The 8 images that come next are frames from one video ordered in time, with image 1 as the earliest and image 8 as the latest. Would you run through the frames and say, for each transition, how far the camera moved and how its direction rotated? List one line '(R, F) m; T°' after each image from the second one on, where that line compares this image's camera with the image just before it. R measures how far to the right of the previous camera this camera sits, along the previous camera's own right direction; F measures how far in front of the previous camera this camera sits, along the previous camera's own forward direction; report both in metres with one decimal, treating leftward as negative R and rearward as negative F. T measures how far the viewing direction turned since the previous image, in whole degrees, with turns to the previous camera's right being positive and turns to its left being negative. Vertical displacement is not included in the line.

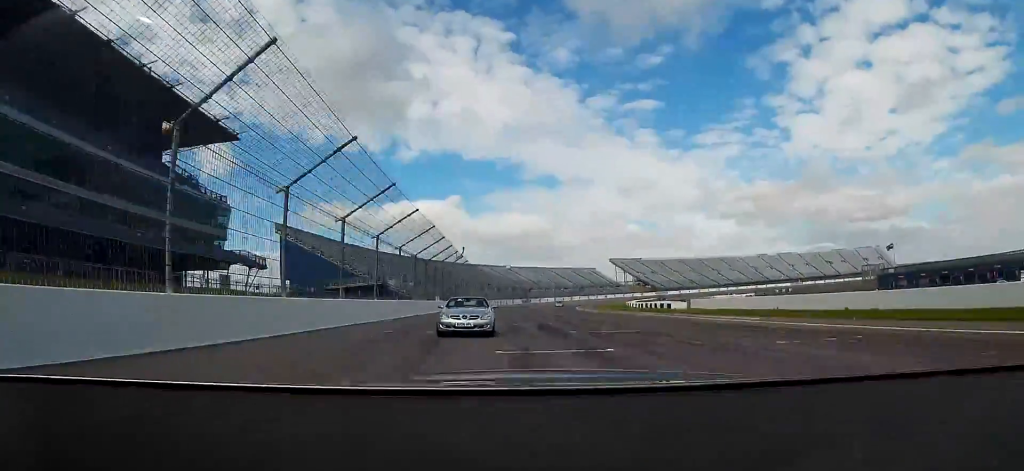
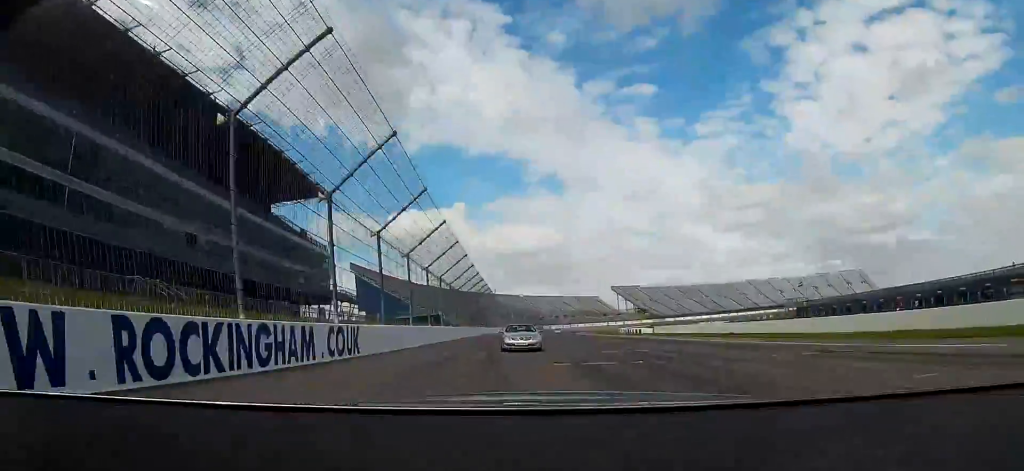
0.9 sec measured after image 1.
(-0.1, +37.2) m; 0°
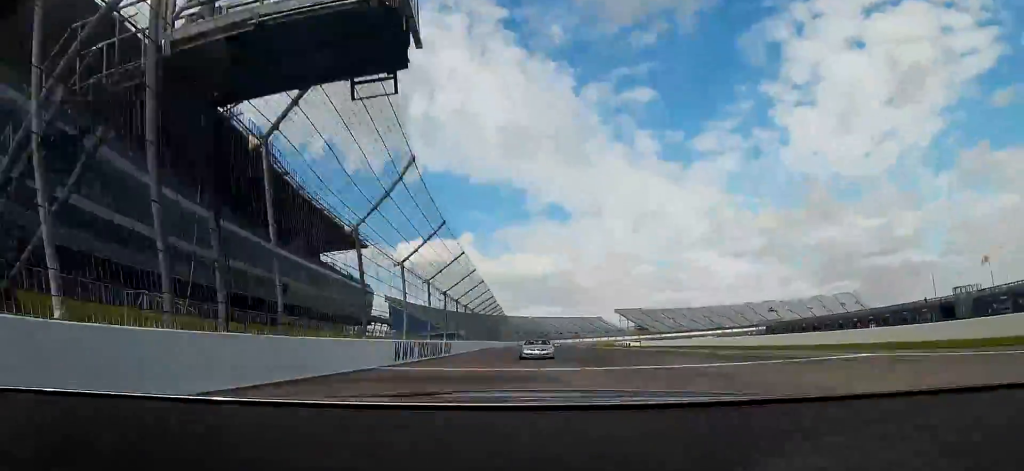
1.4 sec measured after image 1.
(-0.1, +22.4) m; 0°
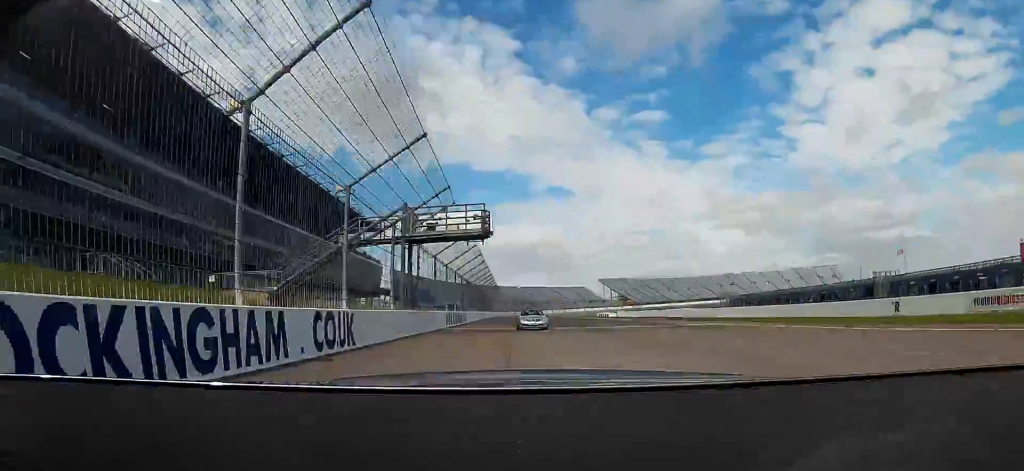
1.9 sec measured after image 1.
(-0.1, +19.7) m; 0°
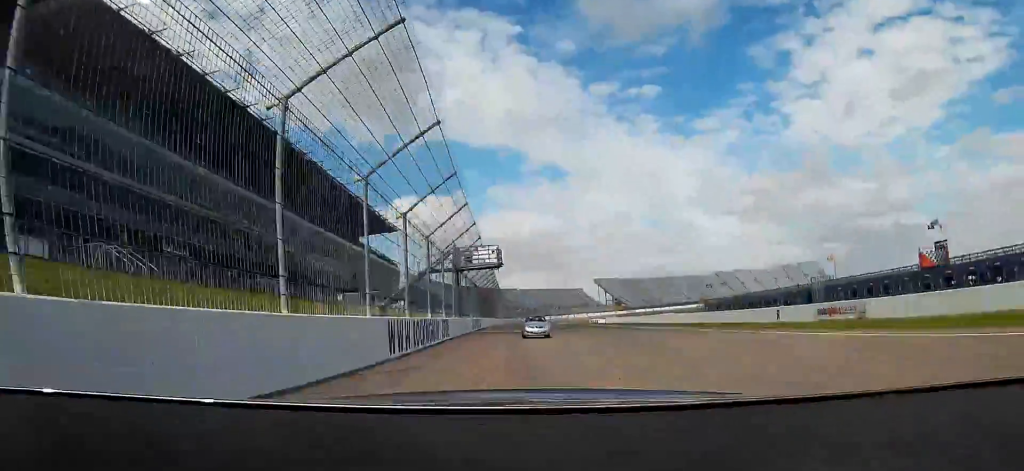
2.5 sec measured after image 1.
(+0.1, +23.8) m; 0°
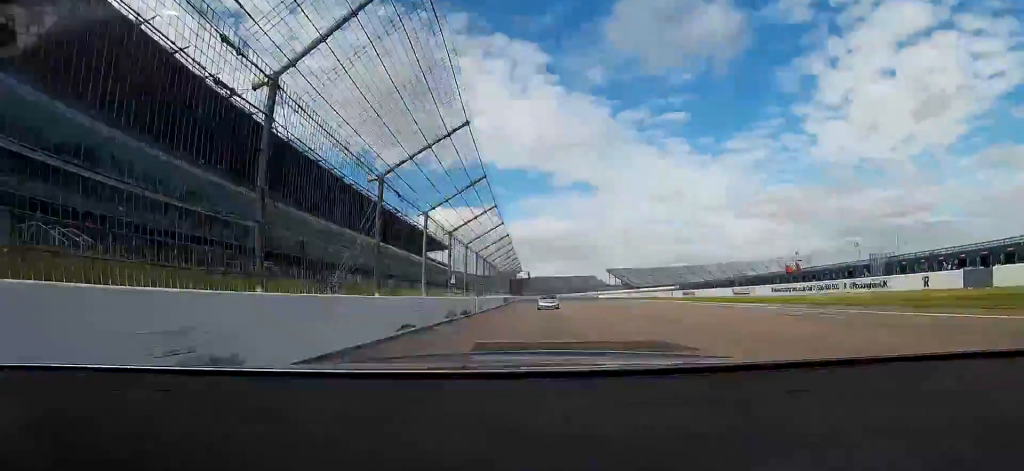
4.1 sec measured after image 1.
(-0.3, +66.0) m; -2°
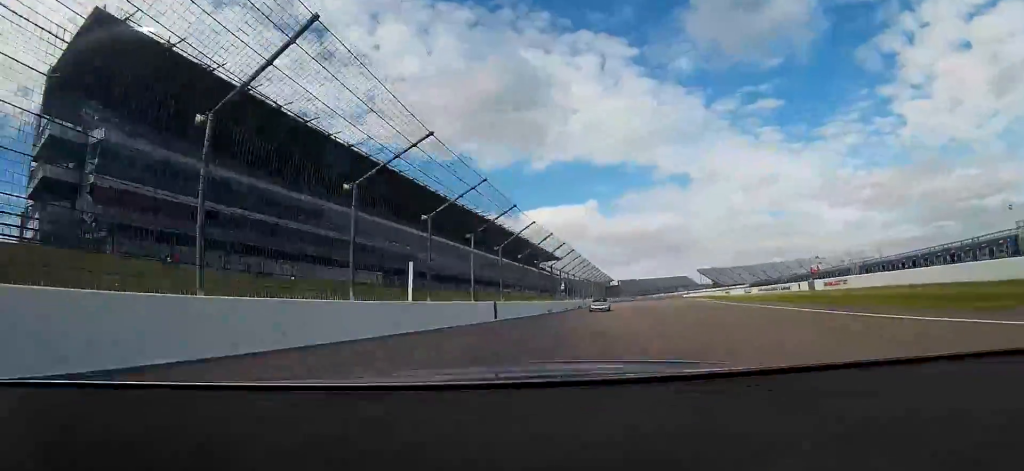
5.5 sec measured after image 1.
(-2.3, +55.4) m; -5°
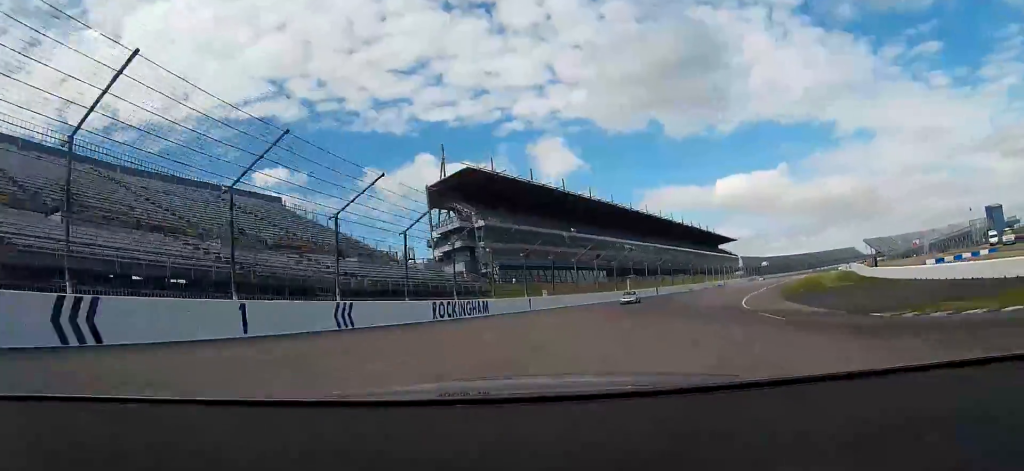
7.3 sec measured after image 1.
(-8.6, +65.3) m; -21°
